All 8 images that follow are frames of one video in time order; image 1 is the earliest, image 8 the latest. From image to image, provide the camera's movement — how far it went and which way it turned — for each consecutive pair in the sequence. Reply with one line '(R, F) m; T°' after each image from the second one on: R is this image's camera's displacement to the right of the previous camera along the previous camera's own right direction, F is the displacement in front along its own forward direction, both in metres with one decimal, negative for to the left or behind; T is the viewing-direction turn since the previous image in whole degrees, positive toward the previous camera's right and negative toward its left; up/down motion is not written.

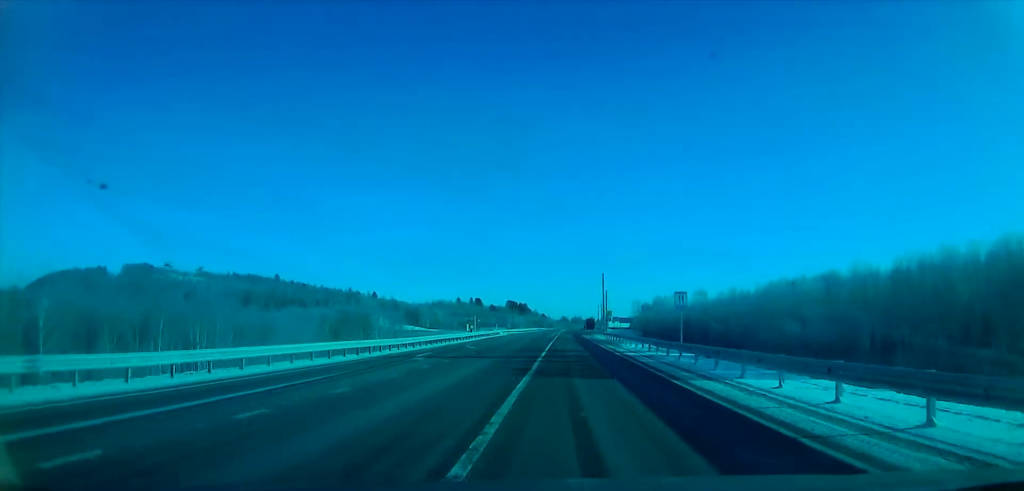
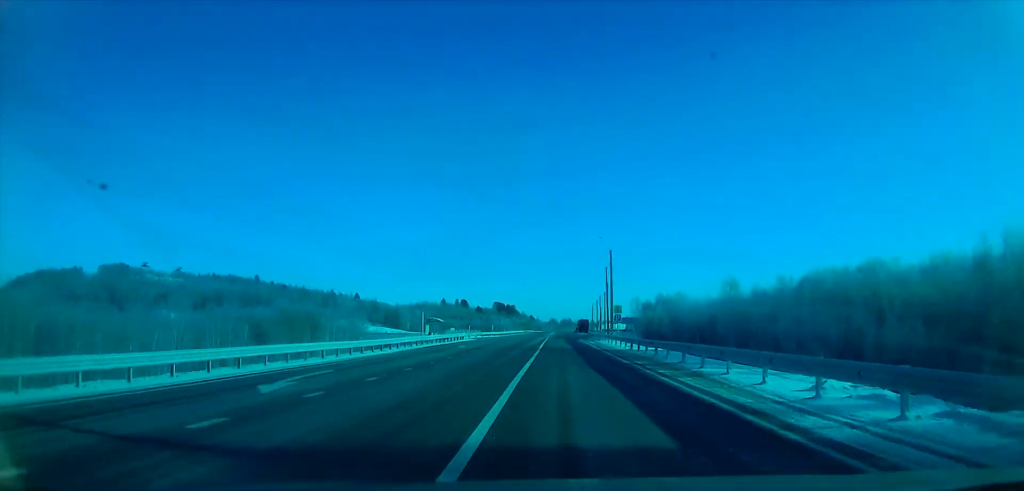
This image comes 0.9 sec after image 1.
(0.0, +30.8) m; 0°
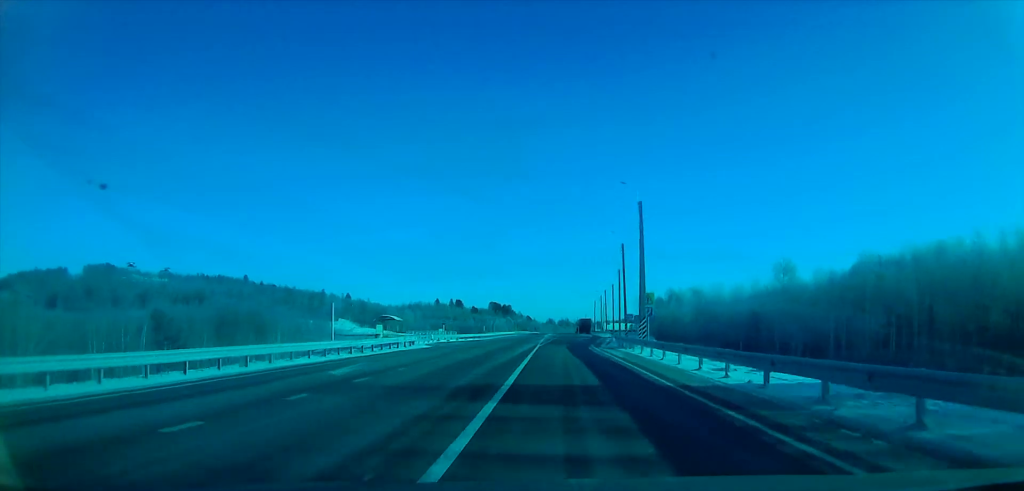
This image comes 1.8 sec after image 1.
(-0.2, +26.4) m; +2°
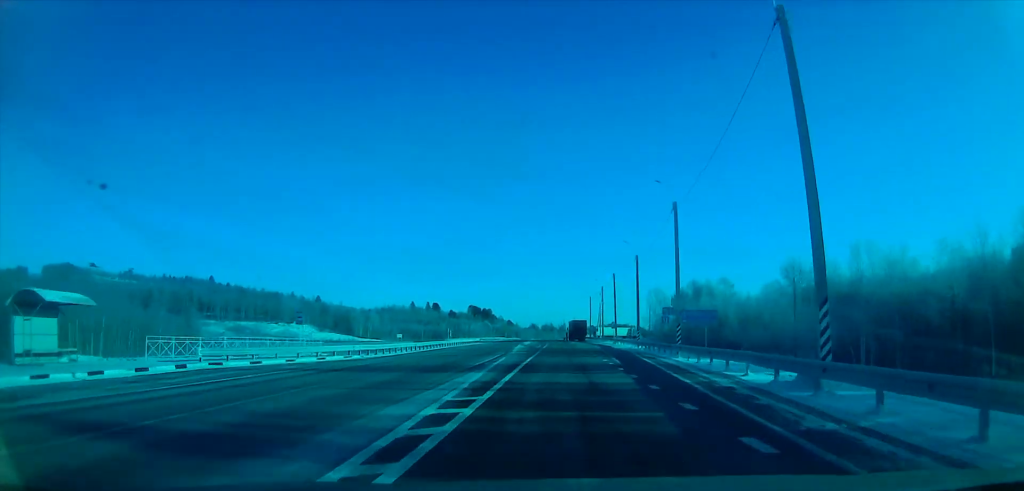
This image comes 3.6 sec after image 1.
(+1.7, +53.1) m; +3°
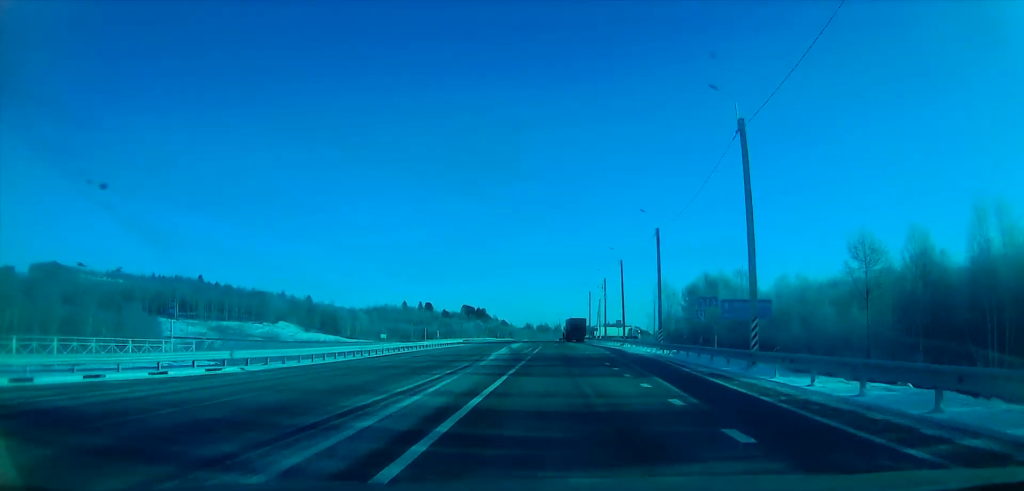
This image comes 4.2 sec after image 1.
(+0.1, +16.6) m; +1°
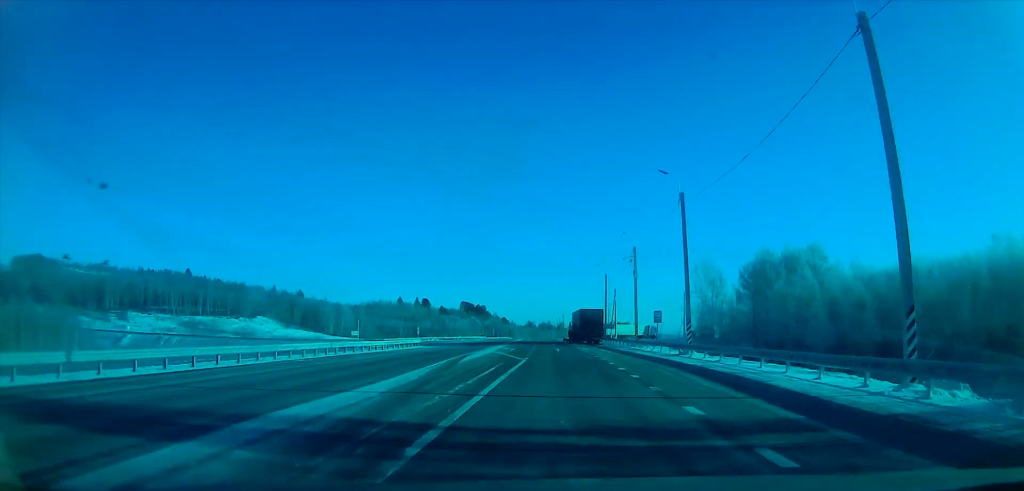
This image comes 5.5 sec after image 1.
(+0.1, +35.3) m; 0°
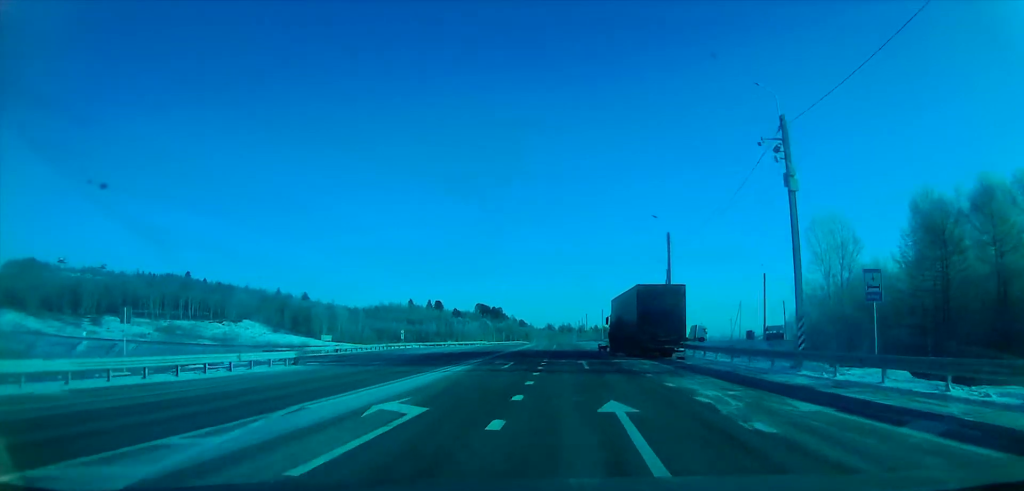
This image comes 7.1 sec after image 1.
(+0.1, +39.5) m; -2°
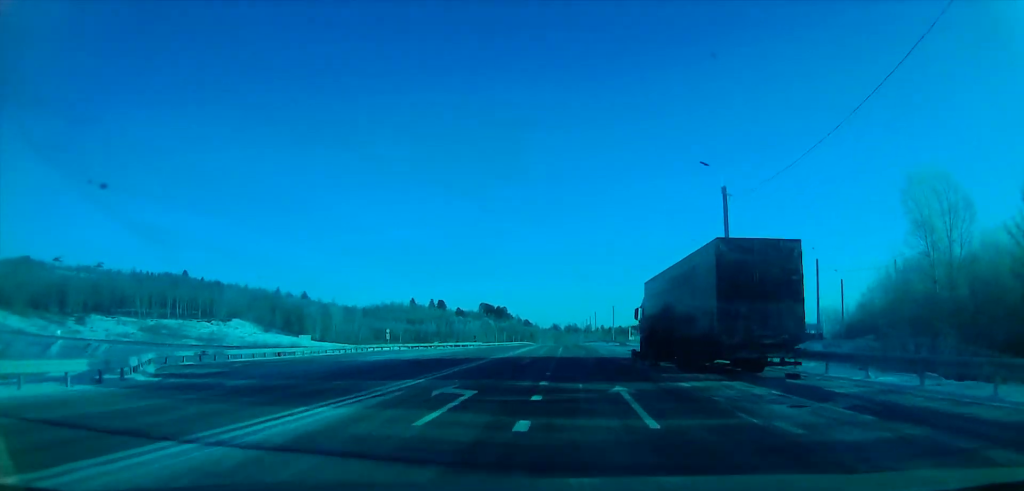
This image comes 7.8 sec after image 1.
(-1.2, +16.4) m; 0°
